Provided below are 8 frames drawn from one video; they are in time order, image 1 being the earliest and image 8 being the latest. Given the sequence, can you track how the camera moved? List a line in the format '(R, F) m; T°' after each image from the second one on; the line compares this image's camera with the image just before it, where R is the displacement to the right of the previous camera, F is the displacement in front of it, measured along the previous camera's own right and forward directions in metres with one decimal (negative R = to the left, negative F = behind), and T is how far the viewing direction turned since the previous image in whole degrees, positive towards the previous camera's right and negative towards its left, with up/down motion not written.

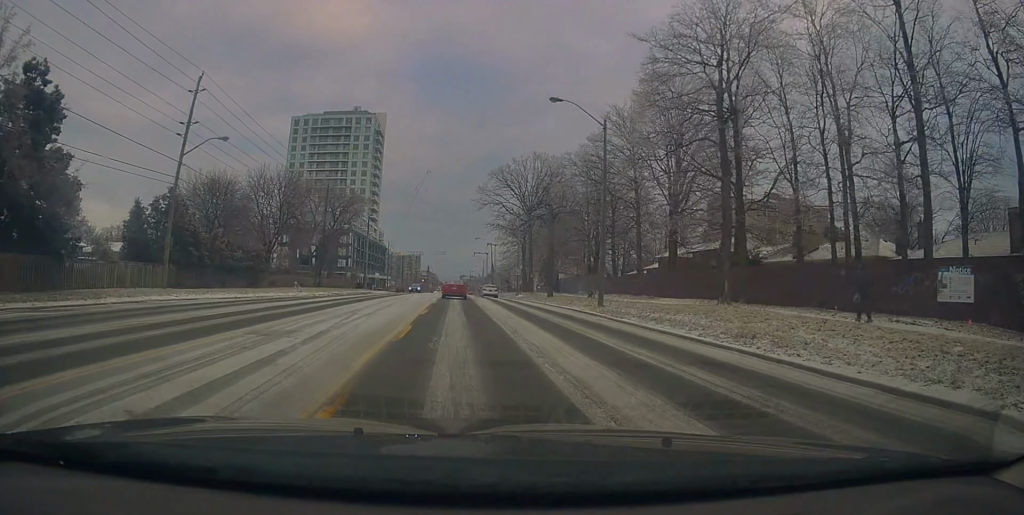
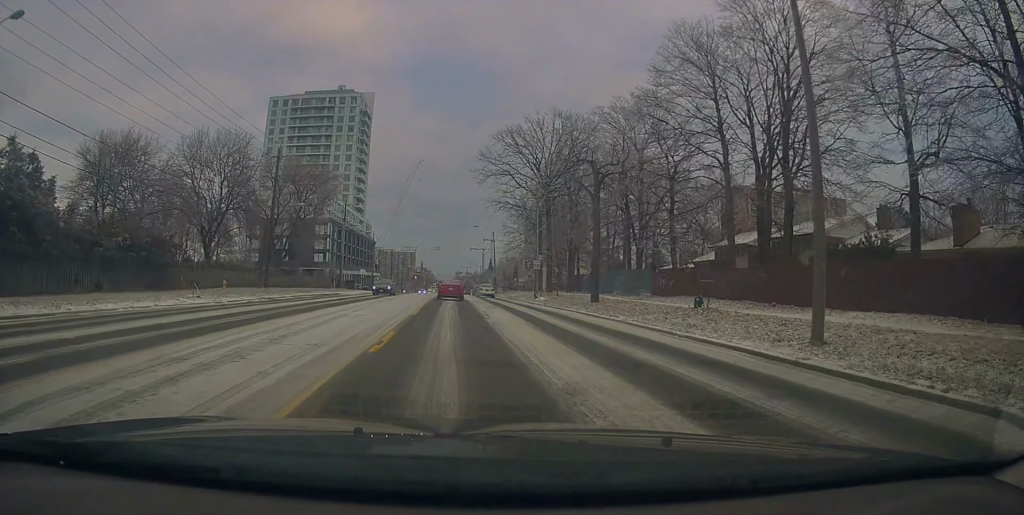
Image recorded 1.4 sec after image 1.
(+0.3, +19.5) m; +2°
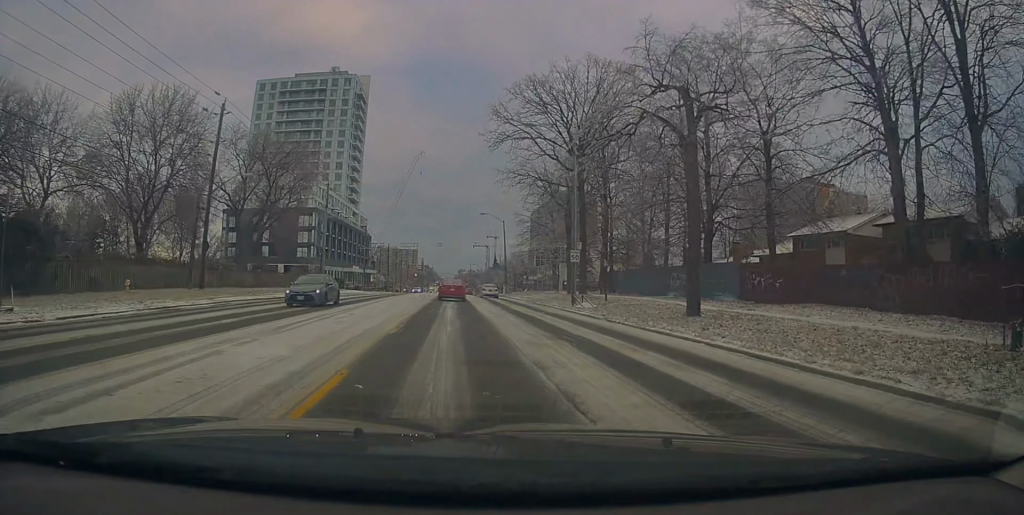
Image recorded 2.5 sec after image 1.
(0.0, +14.9) m; -1°
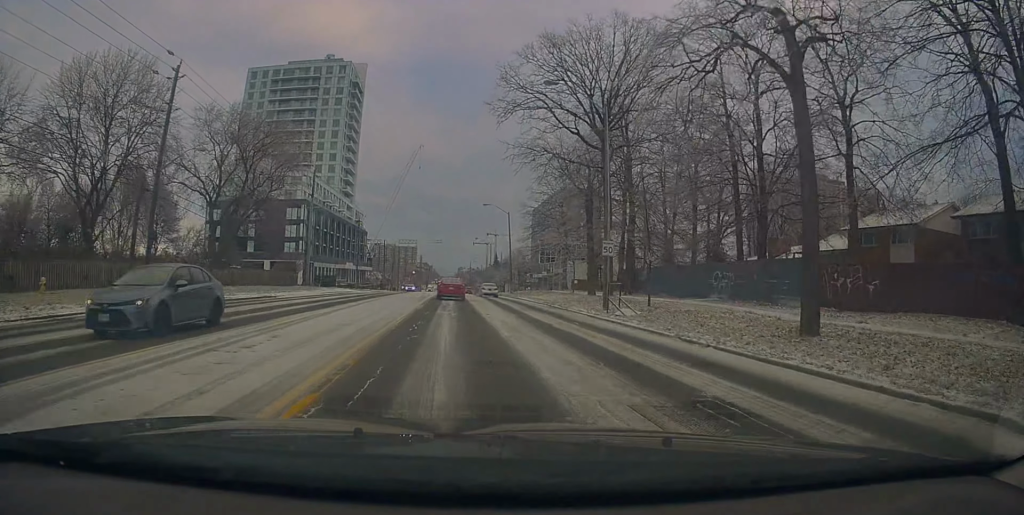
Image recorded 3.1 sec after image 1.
(+0.1, +7.8) m; -2°
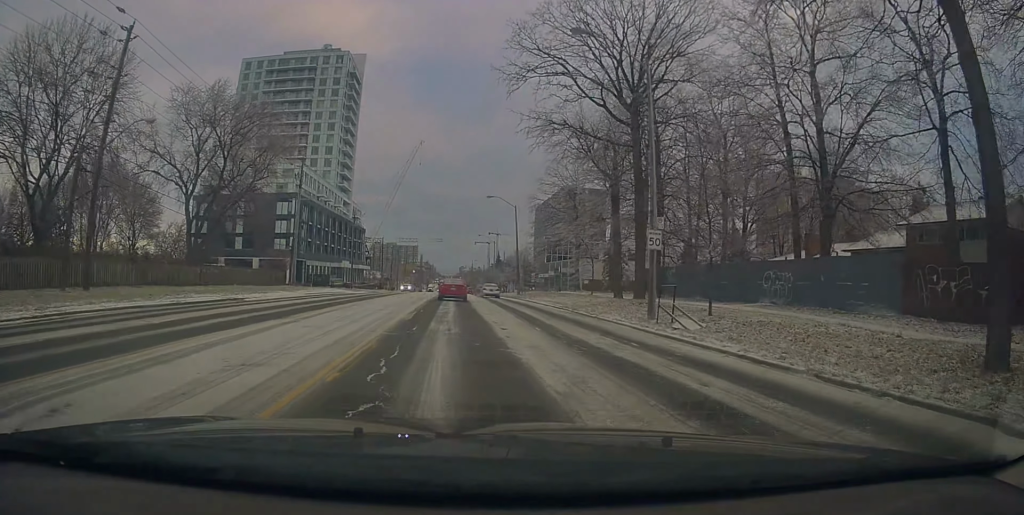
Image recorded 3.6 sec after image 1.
(0.0, +6.7) m; -1°
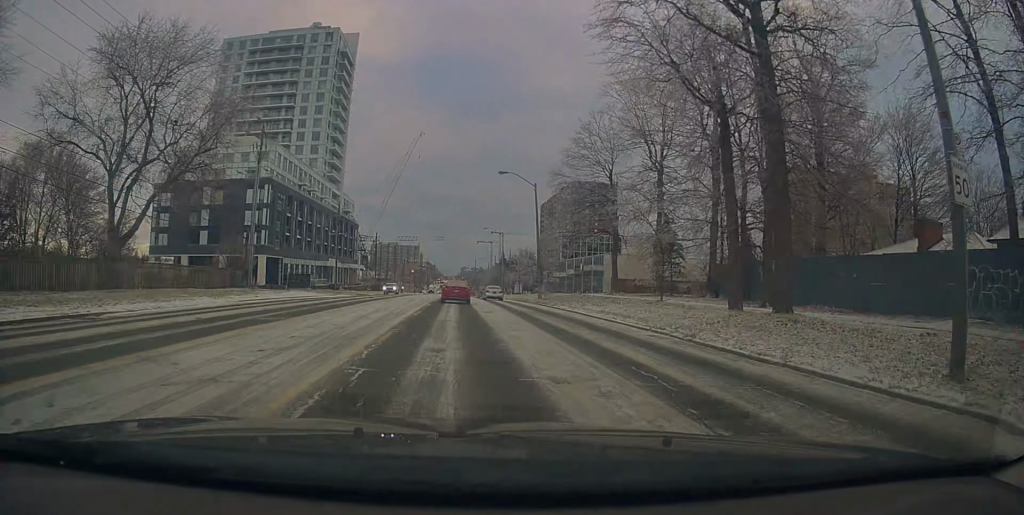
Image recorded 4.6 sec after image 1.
(-0.5, +14.8) m; +1°
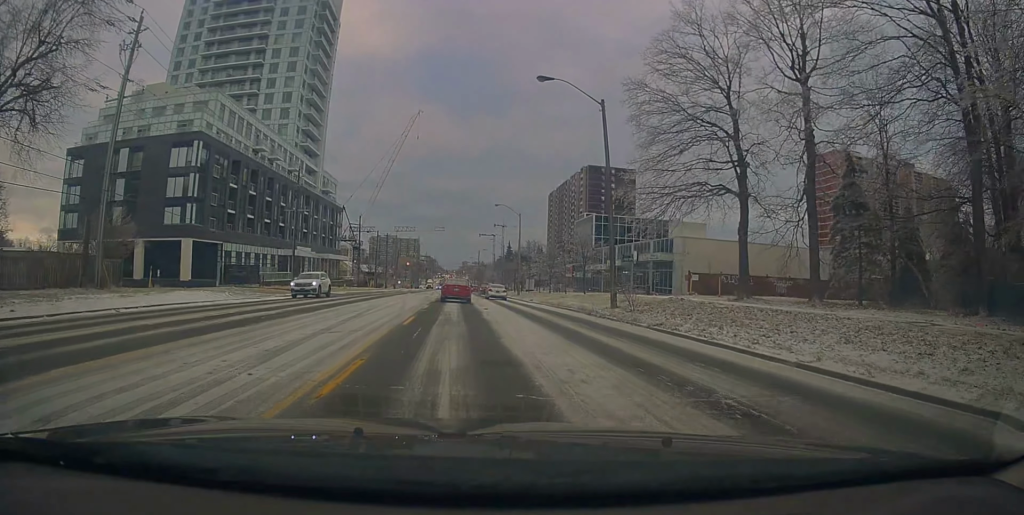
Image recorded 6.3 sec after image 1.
(+0.5, +23.4) m; +1°
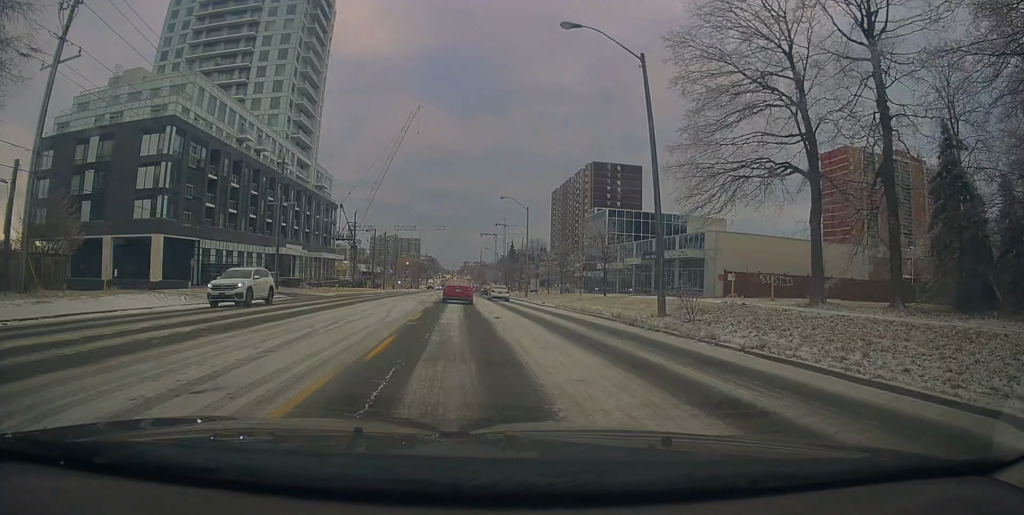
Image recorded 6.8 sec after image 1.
(+0.1, +6.1) m; -1°
